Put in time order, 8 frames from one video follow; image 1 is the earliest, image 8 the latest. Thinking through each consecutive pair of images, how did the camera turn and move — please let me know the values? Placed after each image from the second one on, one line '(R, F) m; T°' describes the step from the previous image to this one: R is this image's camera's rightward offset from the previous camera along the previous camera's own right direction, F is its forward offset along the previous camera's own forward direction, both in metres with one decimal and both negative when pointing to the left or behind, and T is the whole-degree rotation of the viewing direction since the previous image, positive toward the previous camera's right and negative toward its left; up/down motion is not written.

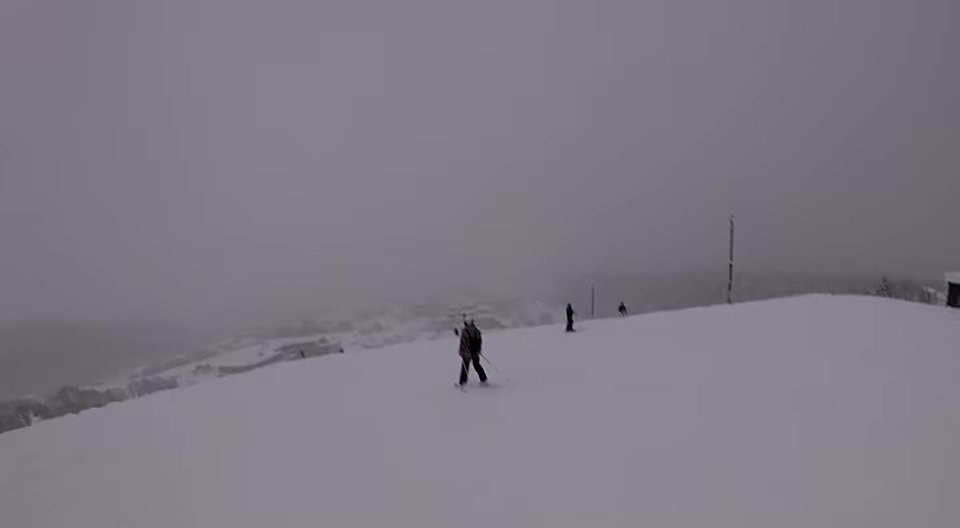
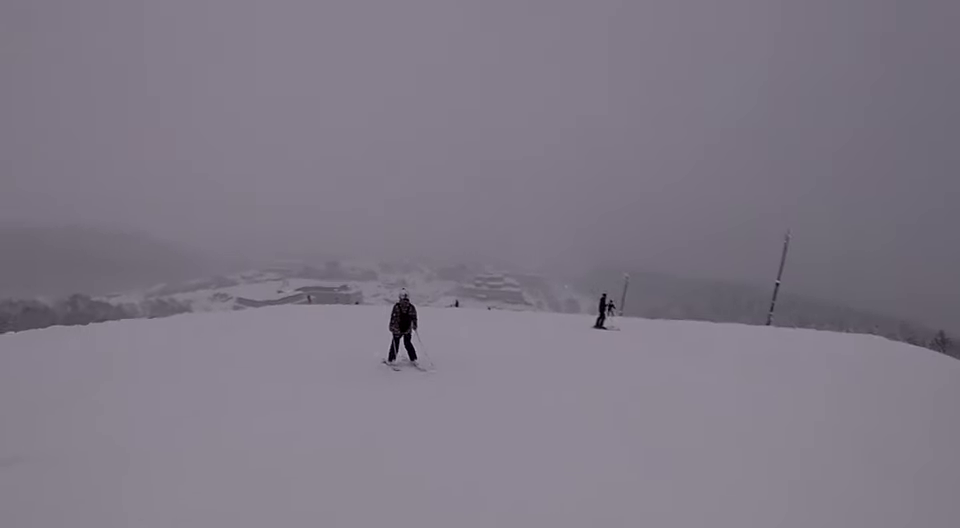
(-0.5, +4.8) m; -1°
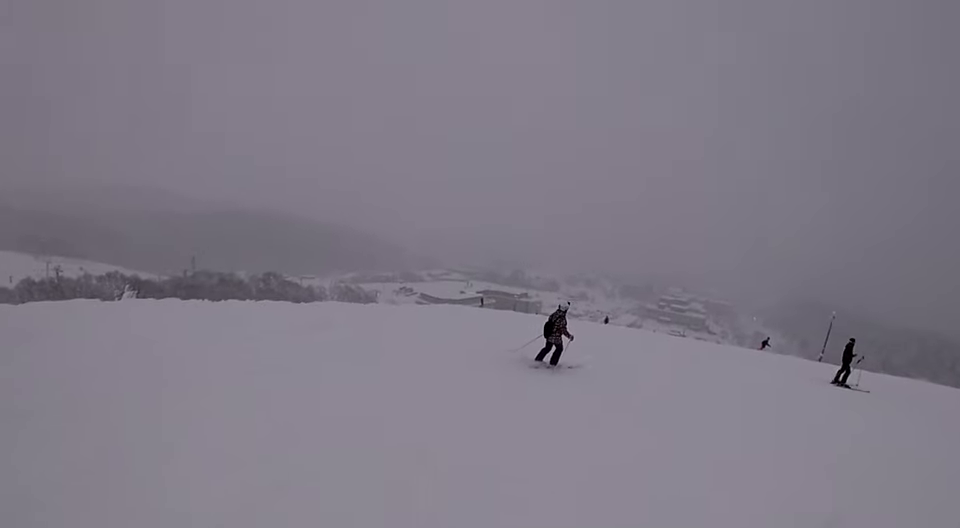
(-0.2, +5.3) m; -3°
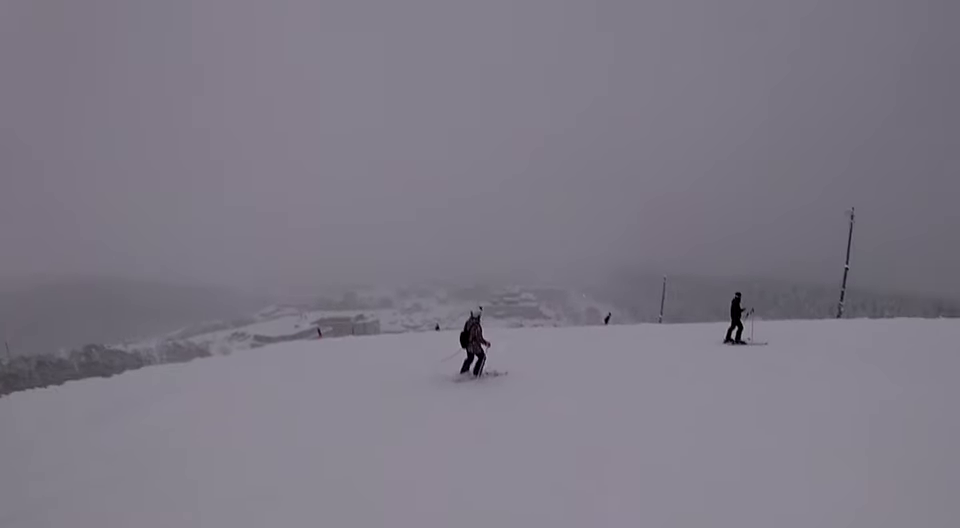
(-0.6, +2.4) m; +6°
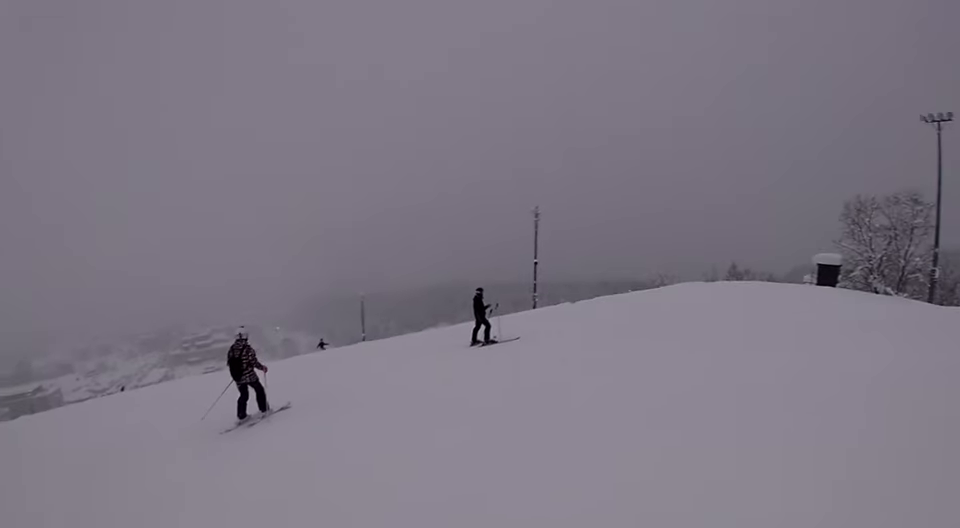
(+1.1, +2.6) m; +18°
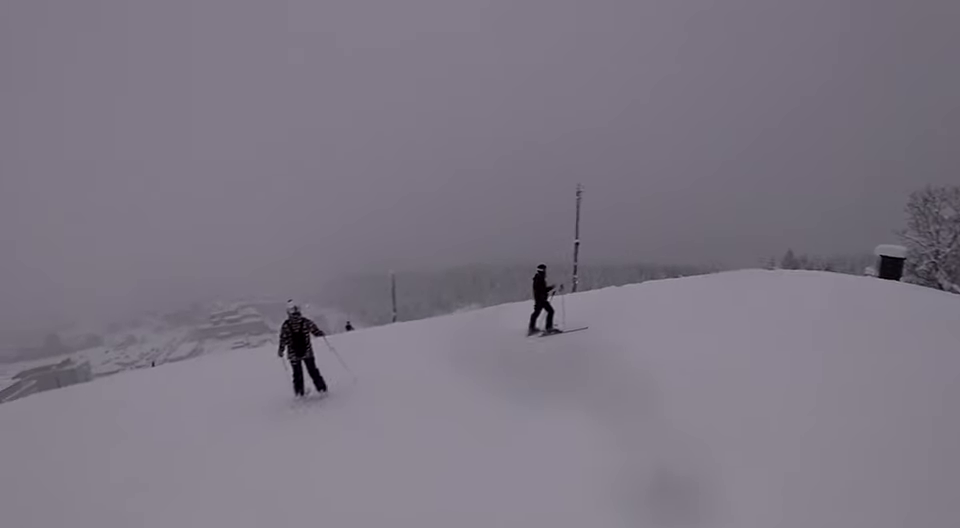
(+0.3, +2.8) m; +2°
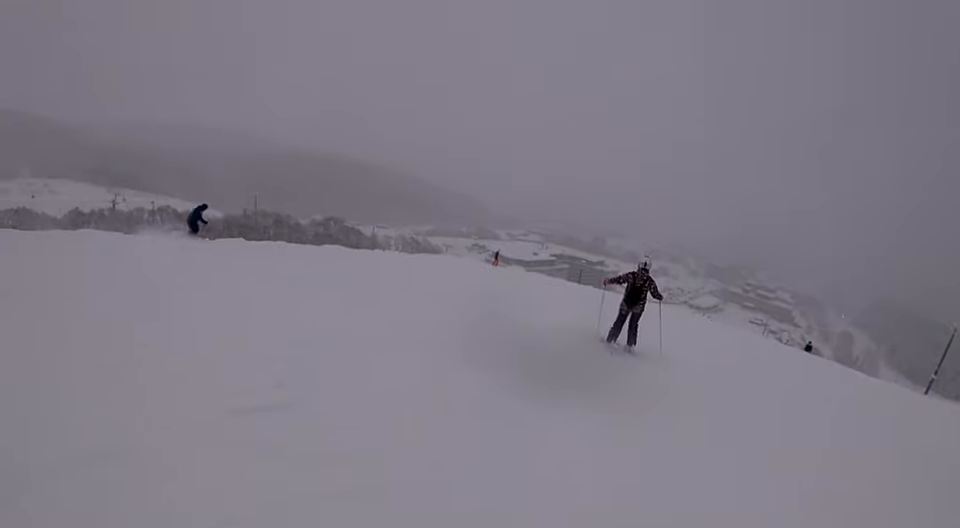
(-2.4, +8.5) m; -36°
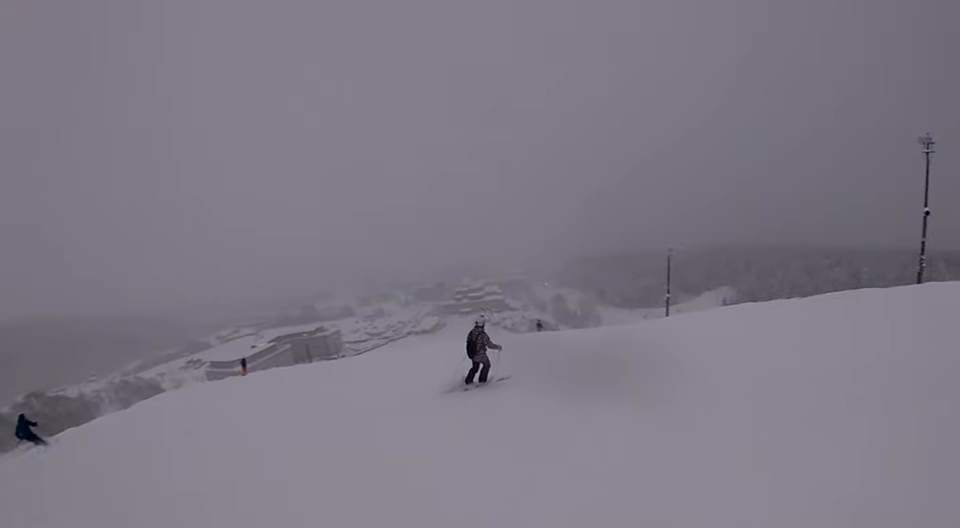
(-0.5, +5.0) m; +8°
